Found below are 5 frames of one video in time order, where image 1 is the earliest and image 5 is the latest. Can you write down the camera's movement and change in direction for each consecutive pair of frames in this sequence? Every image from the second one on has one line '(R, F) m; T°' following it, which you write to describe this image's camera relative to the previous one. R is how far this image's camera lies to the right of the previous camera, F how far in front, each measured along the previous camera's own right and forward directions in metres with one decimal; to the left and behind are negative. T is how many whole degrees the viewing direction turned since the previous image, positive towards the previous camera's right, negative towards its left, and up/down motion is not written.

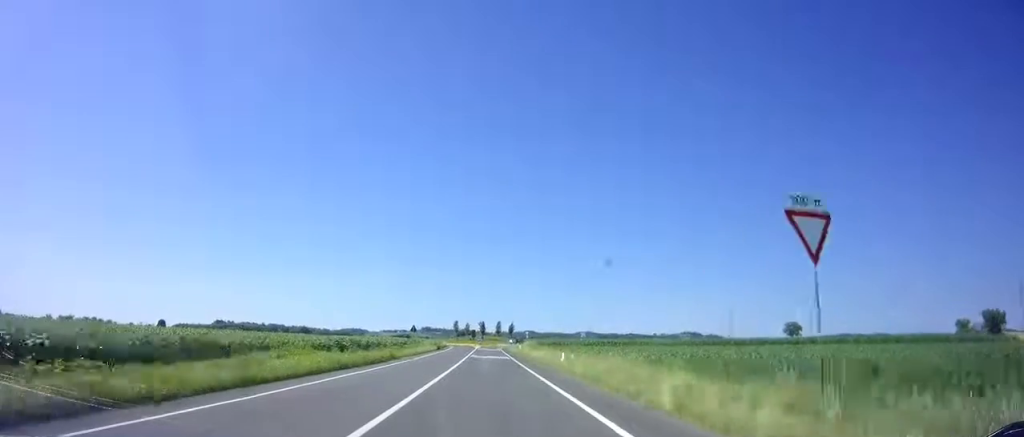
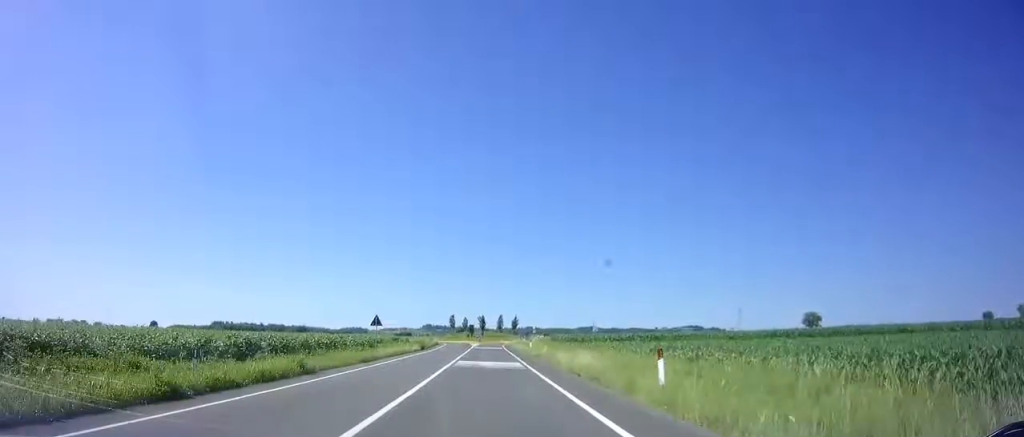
(-0.1, +16.4) m; 0°
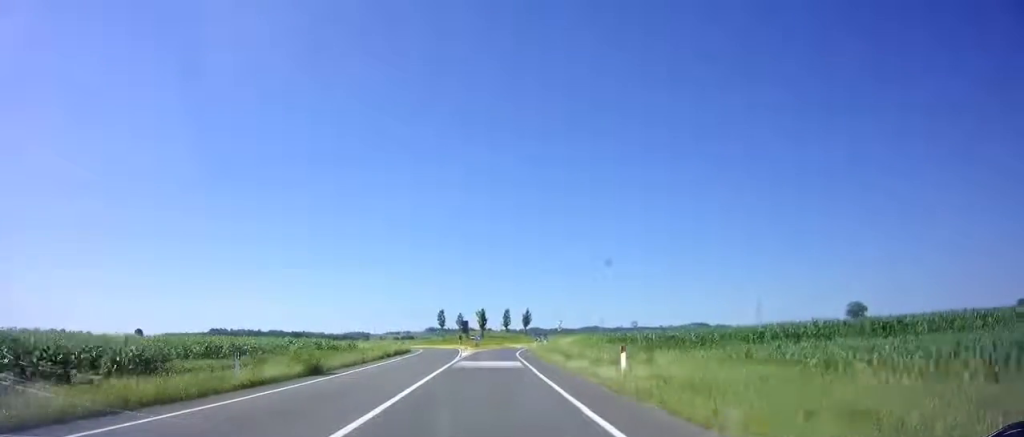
(0.0, +32.5) m; 0°
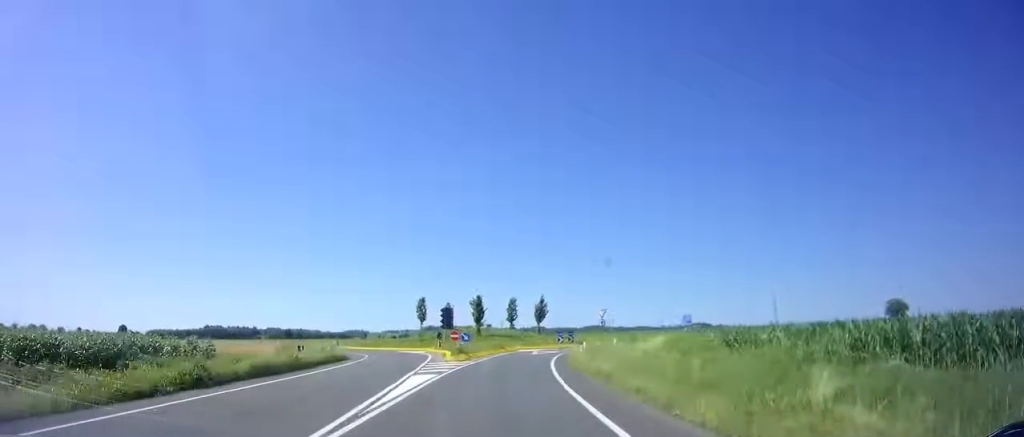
(+0.1, +26.3) m; +3°
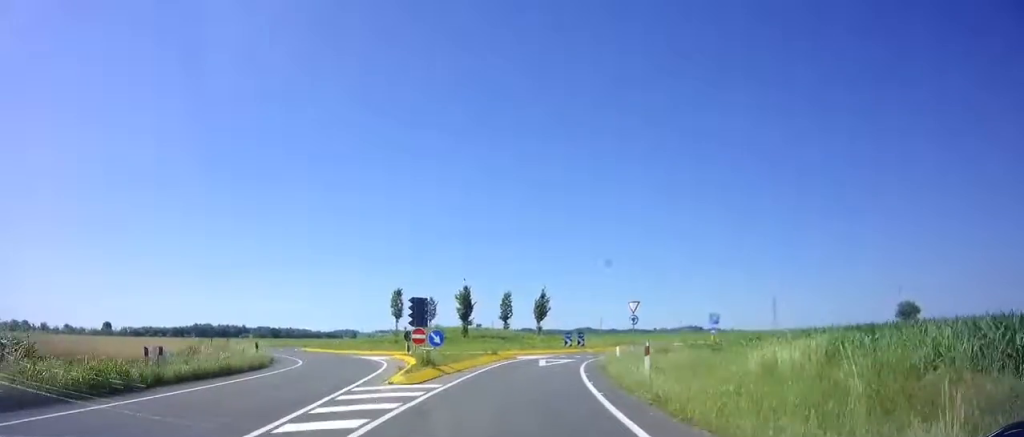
(+0.3, +11.3) m; +5°
